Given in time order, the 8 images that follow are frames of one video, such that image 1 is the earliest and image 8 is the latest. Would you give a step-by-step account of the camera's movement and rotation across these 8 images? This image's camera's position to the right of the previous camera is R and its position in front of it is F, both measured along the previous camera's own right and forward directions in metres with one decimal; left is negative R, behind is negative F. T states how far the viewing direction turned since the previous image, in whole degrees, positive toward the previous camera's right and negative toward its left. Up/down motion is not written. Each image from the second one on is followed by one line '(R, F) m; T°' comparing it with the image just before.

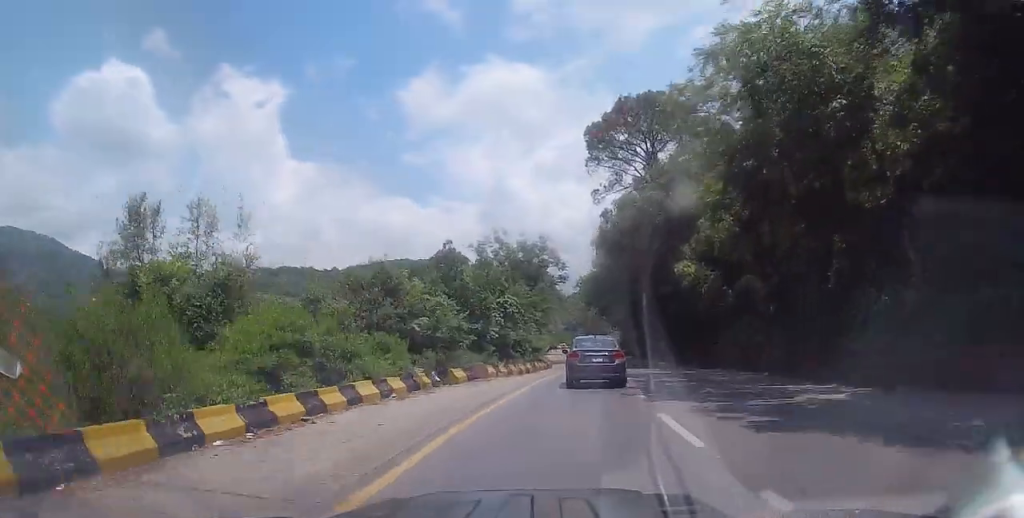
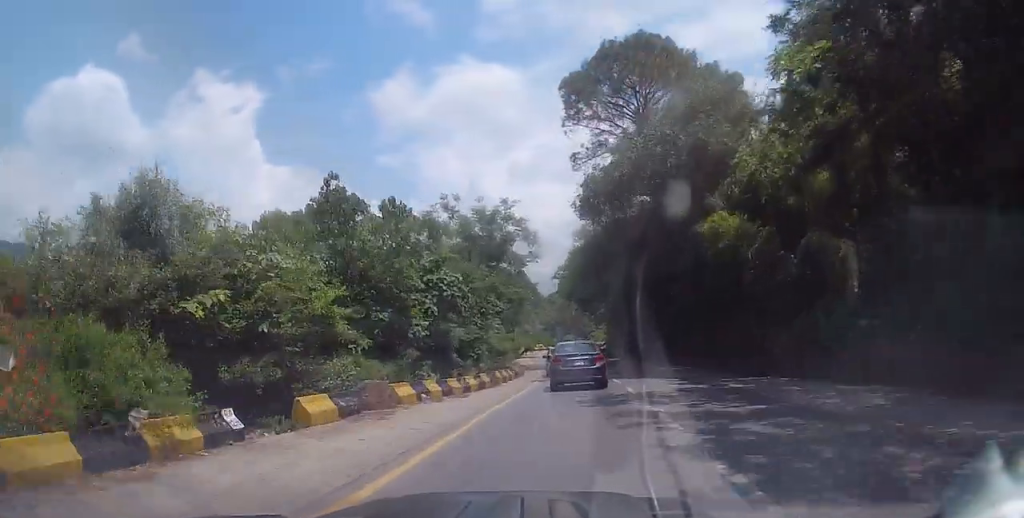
(-0.1, +10.9) m; -9°
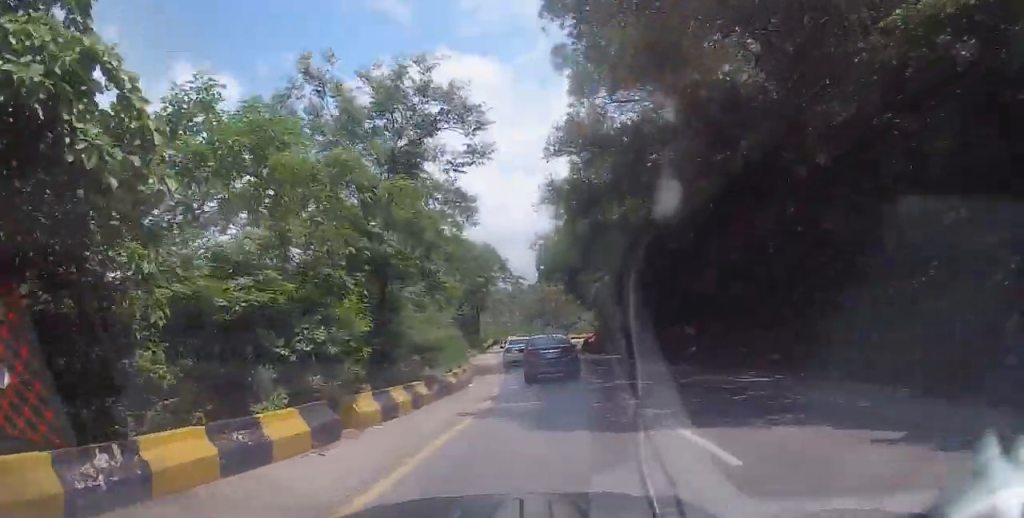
(-1.2, +14.9) m; +6°
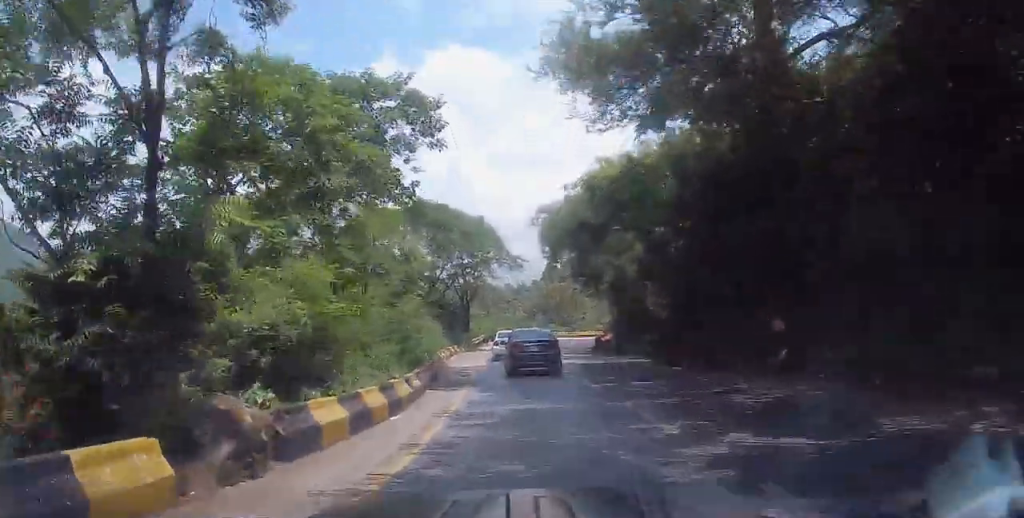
(+1.3, +10.4) m; +11°
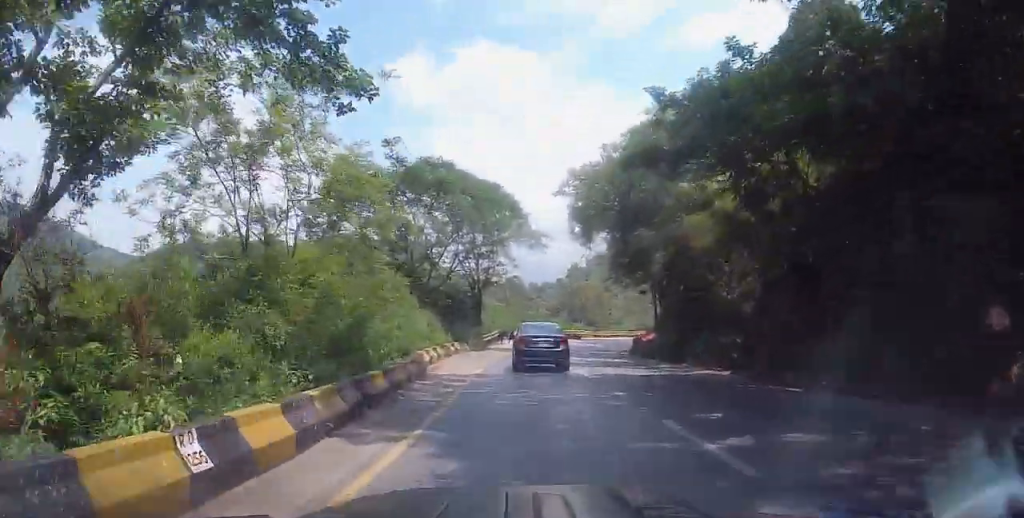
(+0.7, +9.4) m; +3°
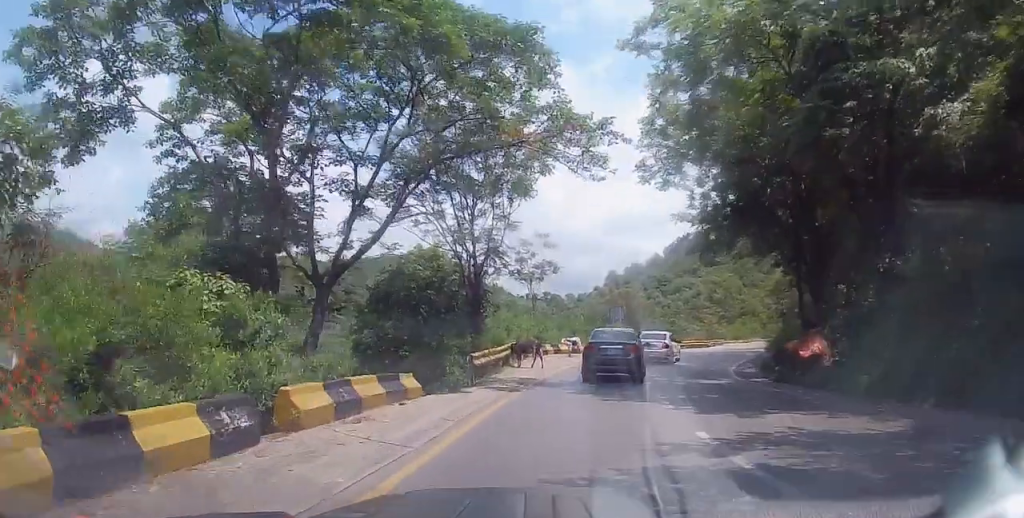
(-1.6, +19.6) m; -12°
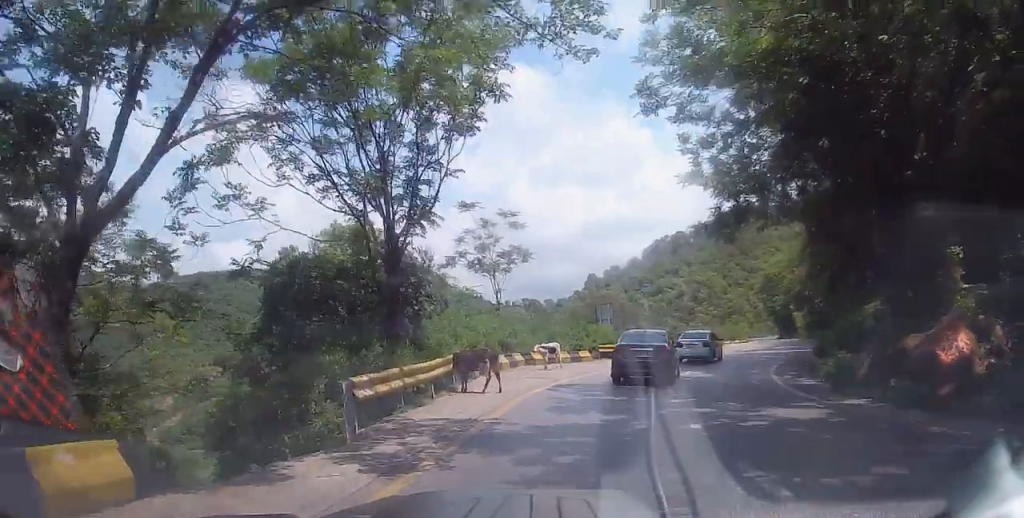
(-0.6, +8.3) m; -1°
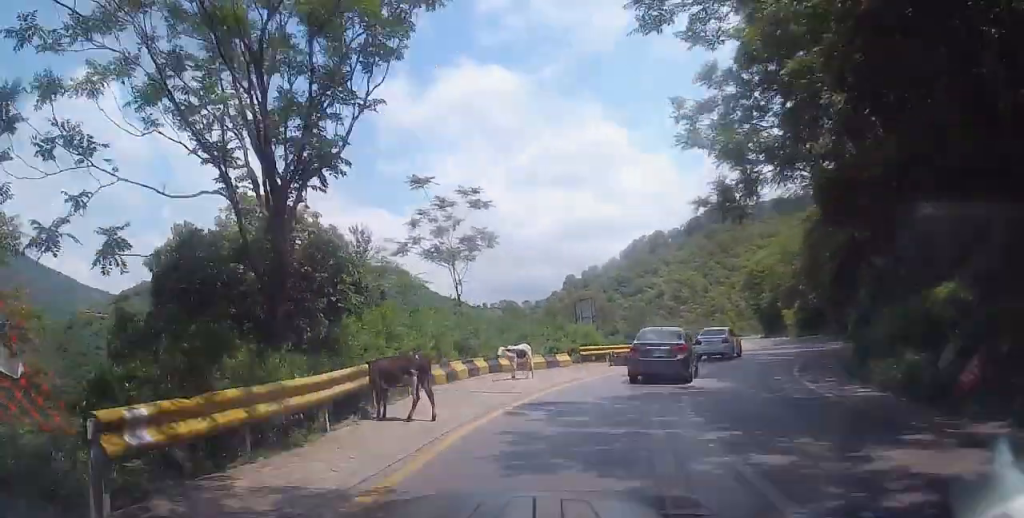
(+0.3, +4.9) m; +5°
